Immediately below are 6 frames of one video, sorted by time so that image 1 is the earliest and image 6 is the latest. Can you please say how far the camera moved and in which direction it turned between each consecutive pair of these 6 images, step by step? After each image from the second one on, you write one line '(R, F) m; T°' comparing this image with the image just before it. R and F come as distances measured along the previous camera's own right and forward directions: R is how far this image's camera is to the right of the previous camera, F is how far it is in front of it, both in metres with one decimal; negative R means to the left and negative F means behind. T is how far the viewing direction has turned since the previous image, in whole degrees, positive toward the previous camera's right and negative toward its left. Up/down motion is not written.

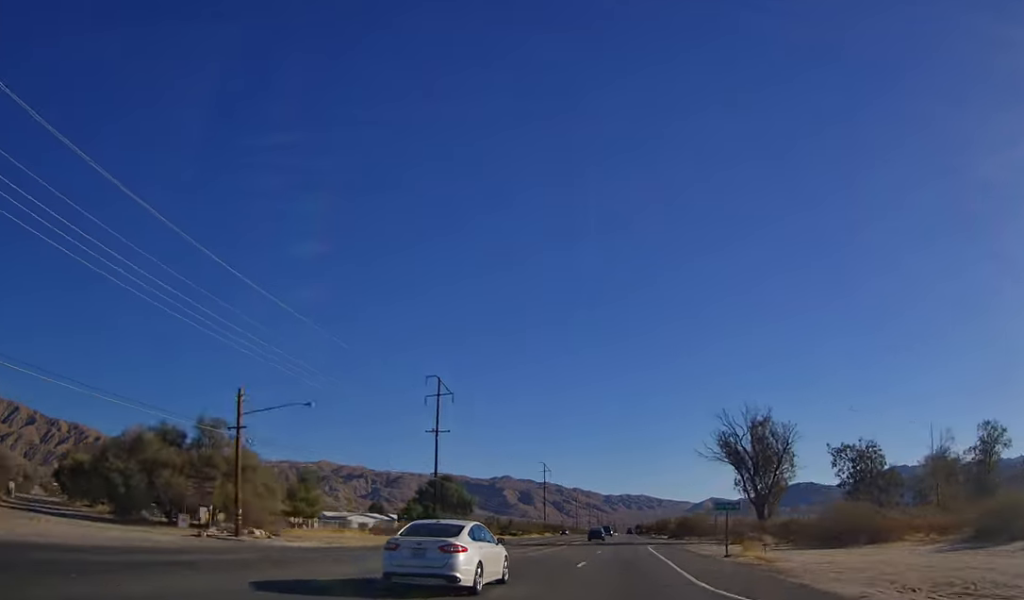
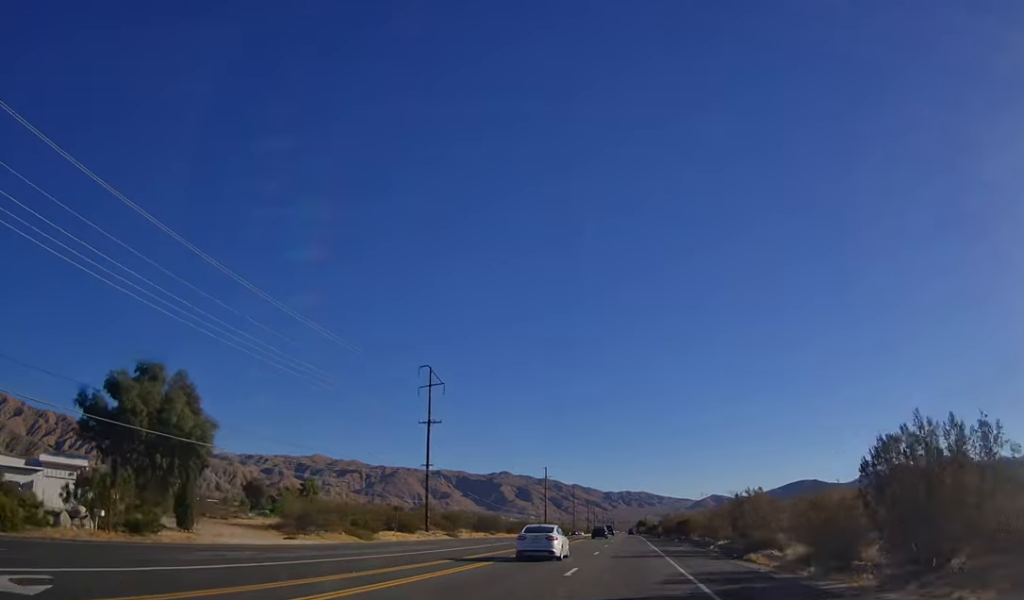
(-0.7, +107.9) m; 0°
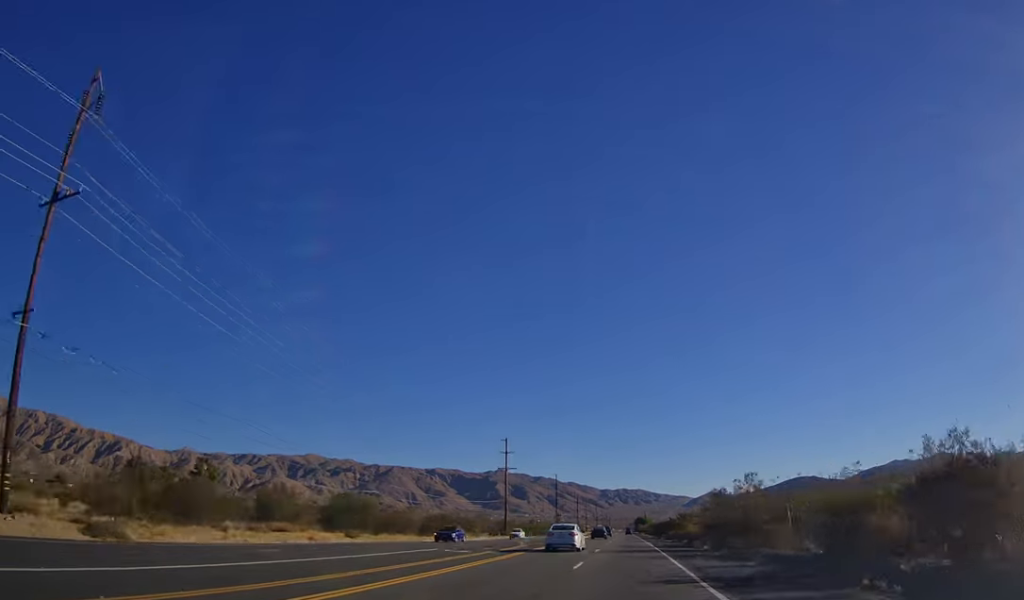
(0.0, +56.3) m; 0°
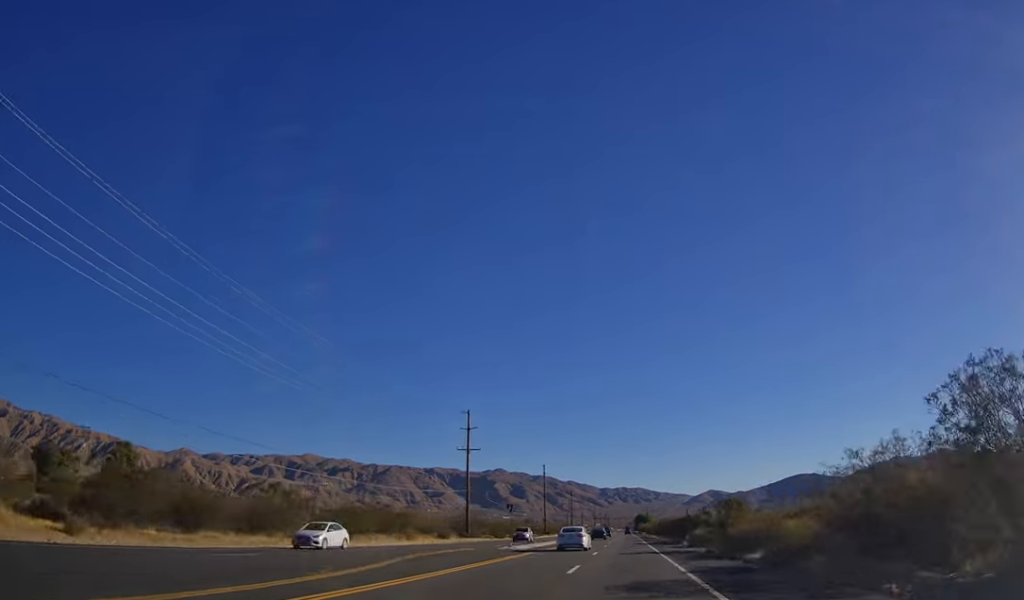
(-0.1, +30.8) m; 0°
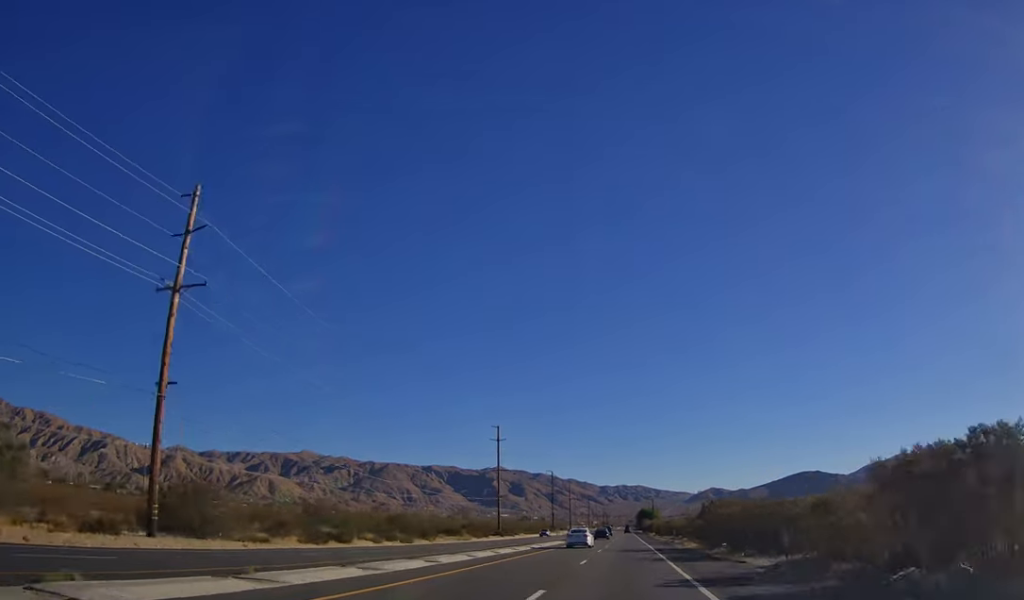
(+0.5, +68.3) m; 0°
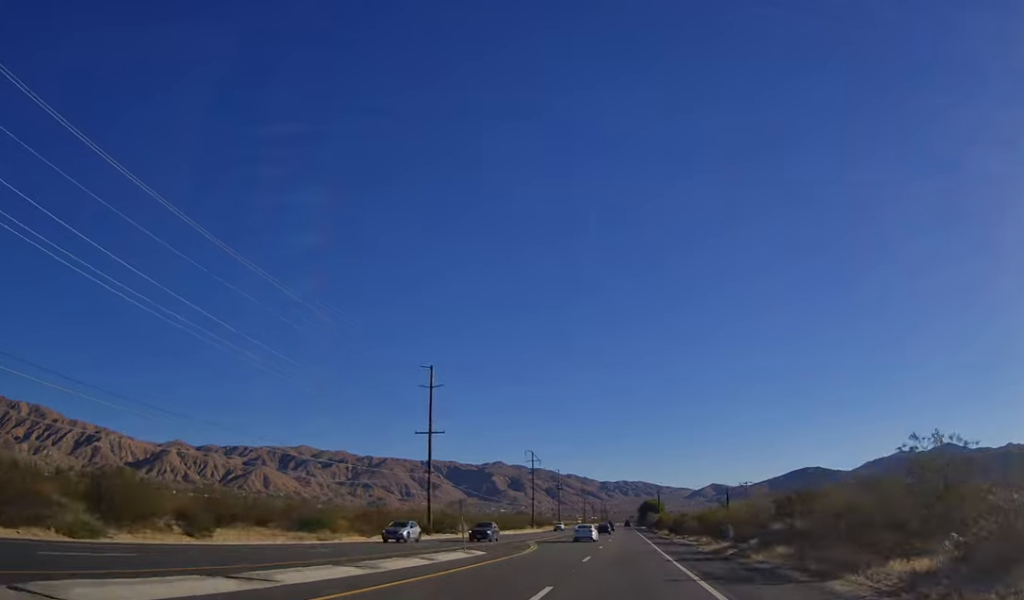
(-0.6, +42.9) m; 0°
